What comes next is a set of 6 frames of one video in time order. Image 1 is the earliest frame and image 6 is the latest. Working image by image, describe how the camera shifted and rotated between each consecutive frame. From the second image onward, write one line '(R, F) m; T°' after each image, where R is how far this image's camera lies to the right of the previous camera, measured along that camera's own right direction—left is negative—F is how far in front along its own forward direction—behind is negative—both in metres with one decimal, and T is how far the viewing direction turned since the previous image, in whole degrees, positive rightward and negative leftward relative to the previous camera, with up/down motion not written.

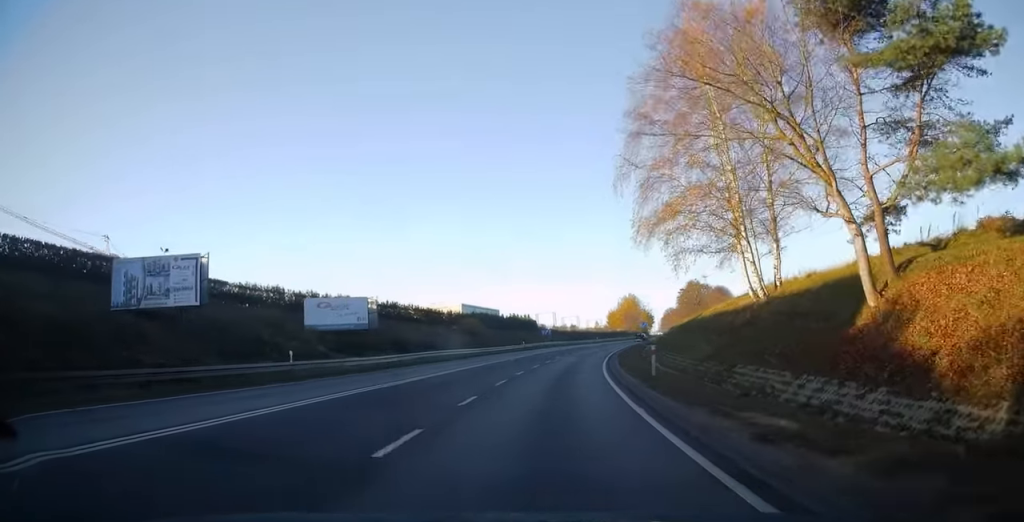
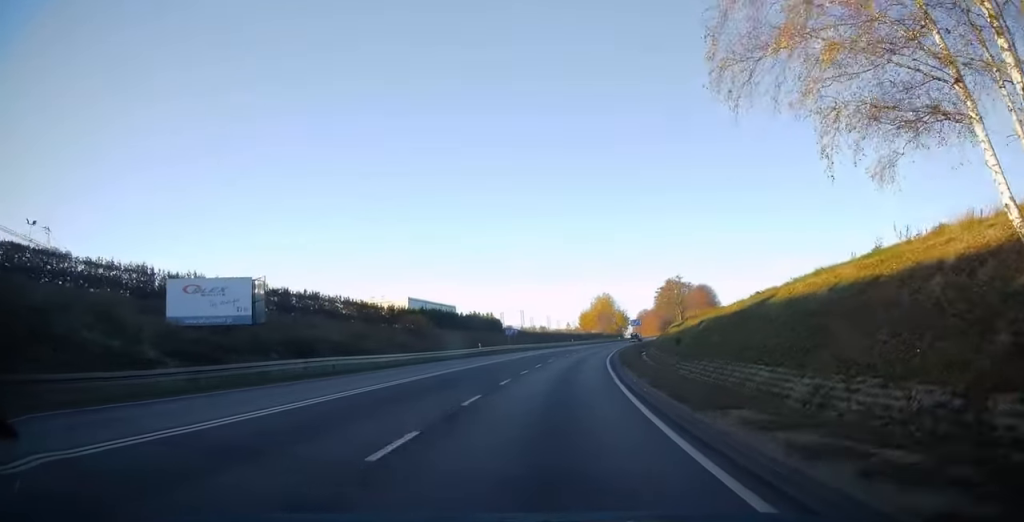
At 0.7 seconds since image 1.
(+0.4, +18.5) m; +3°
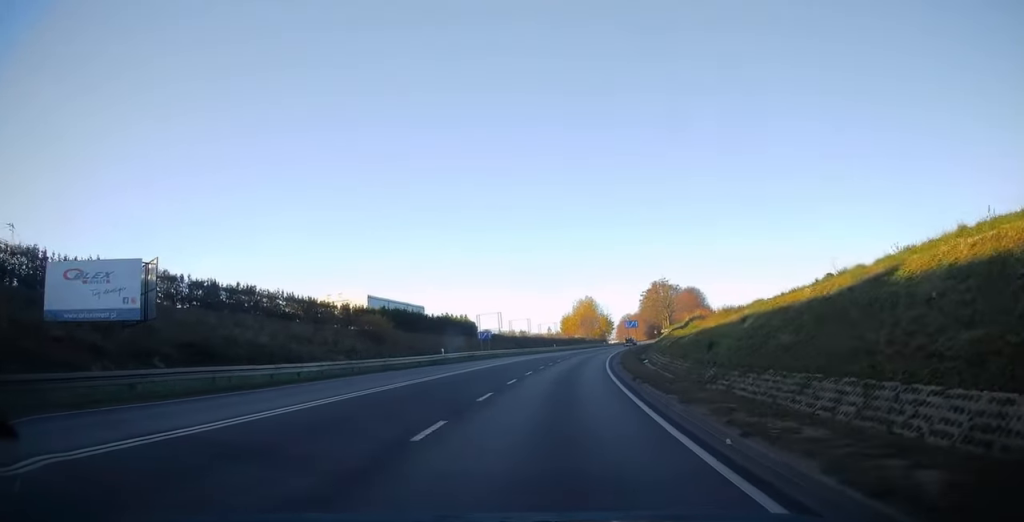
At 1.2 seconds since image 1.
(+0.4, +10.5) m; +1°
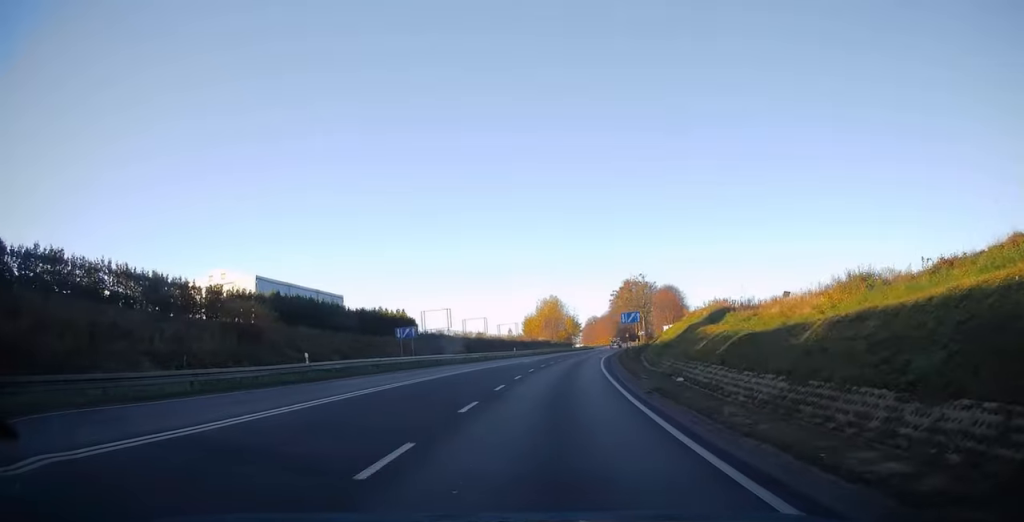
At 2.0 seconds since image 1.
(+0.6, +20.6) m; +3°
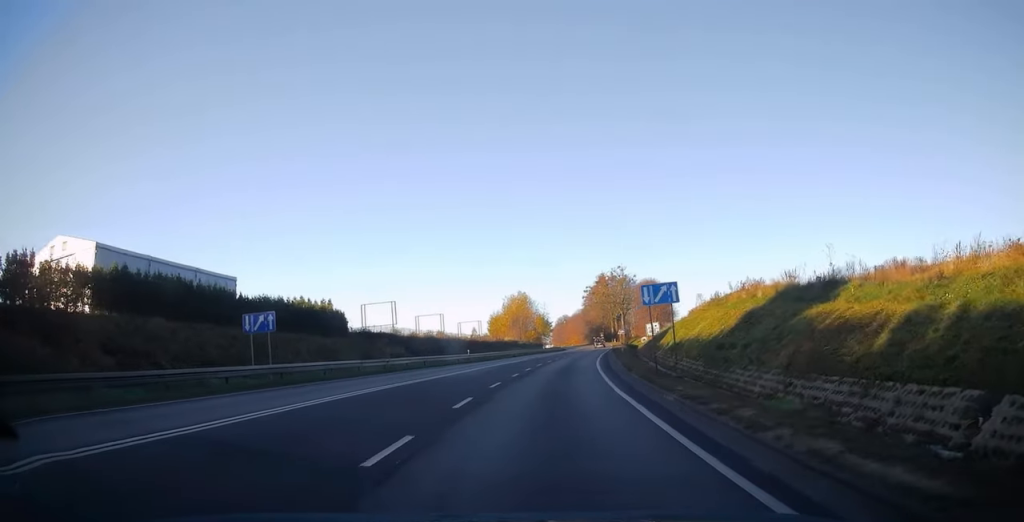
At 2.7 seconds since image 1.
(+0.1, +17.6) m; +3°
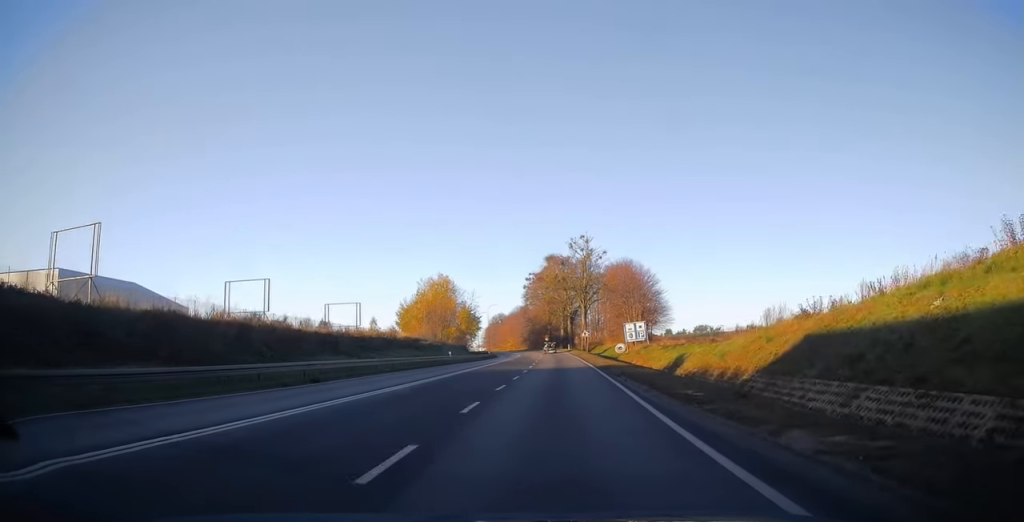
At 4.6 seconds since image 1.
(+3.5, +49.0) m; +5°
